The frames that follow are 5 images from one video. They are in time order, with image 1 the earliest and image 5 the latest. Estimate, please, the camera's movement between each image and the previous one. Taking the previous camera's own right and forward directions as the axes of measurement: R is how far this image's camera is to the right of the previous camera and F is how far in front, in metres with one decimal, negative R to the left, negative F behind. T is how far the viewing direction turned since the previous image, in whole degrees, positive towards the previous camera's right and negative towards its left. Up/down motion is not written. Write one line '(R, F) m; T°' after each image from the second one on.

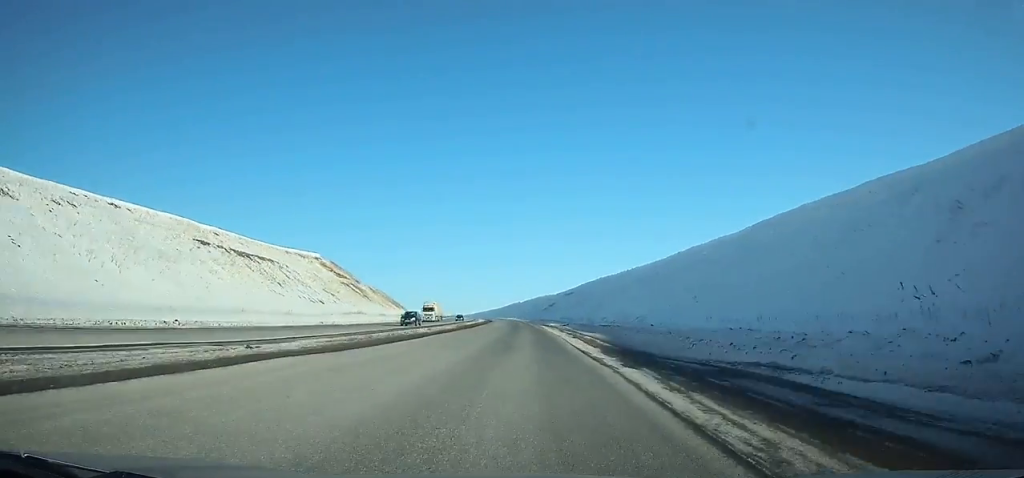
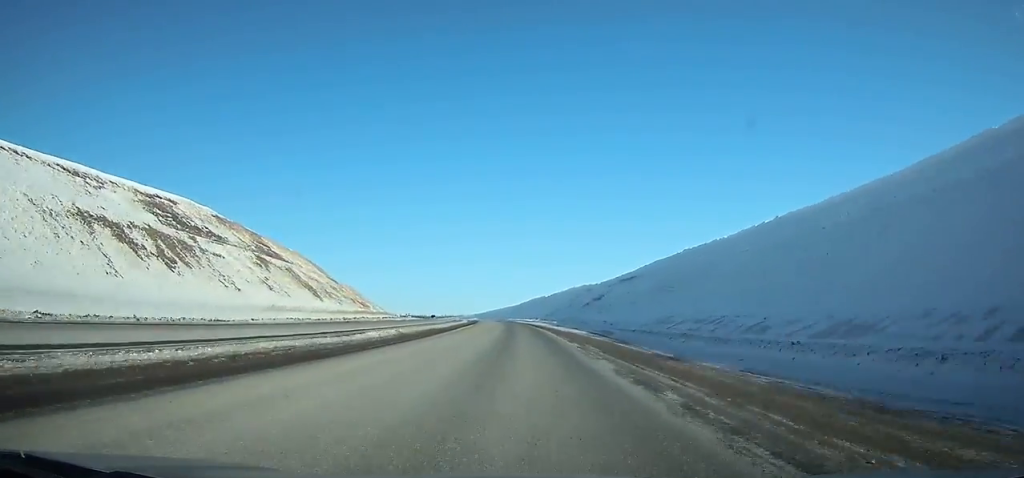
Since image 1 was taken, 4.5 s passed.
(-3.1, +125.1) m; -3°
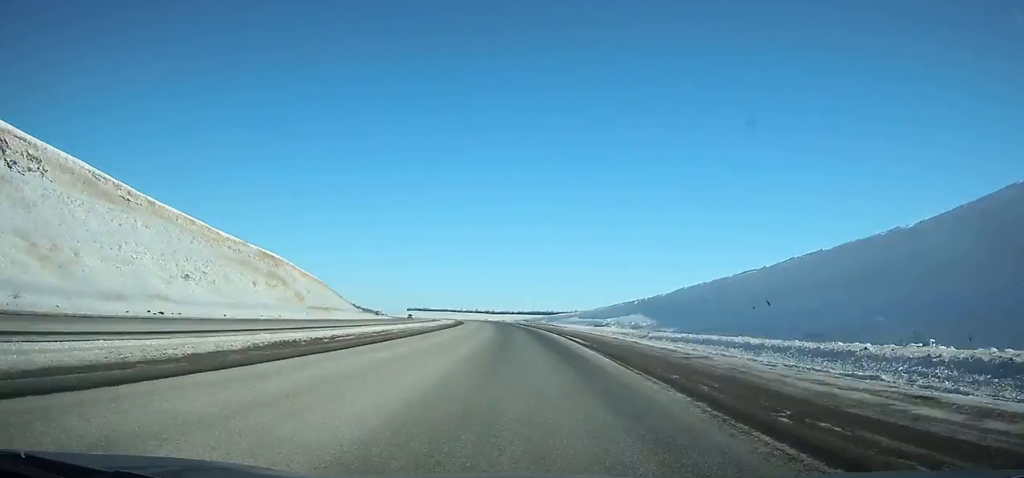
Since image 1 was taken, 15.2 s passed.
(-27.4, +271.1) m; -13°
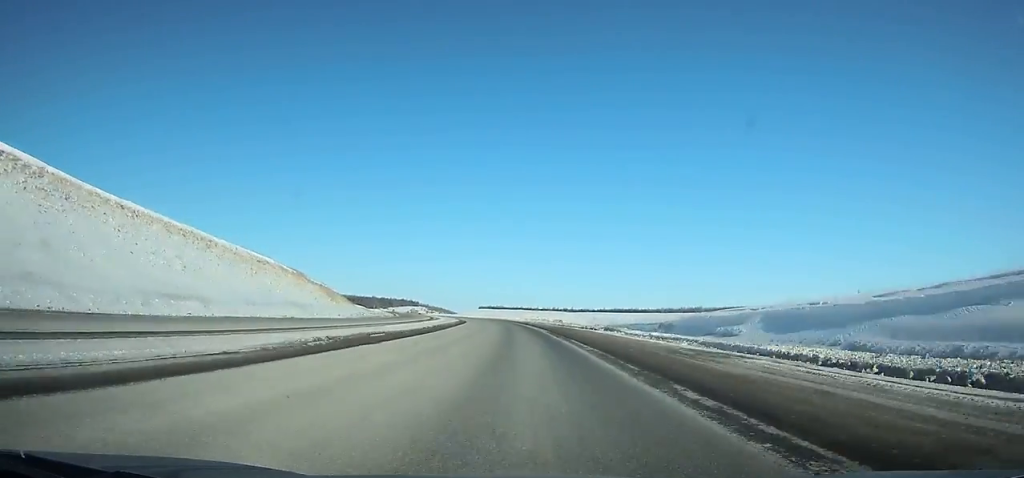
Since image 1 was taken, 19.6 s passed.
(-7.3, +113.6) m; -7°
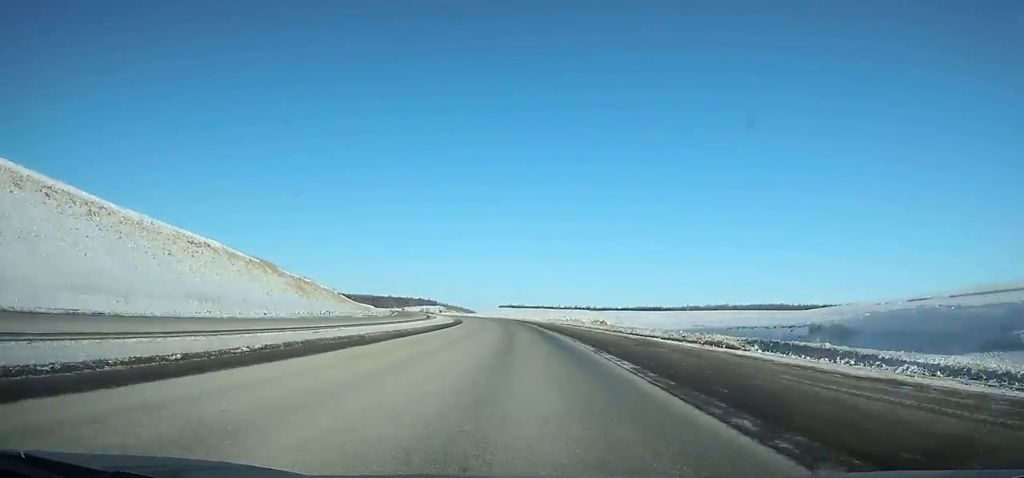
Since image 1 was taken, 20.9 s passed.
(+0.2, +34.5) m; -2°
